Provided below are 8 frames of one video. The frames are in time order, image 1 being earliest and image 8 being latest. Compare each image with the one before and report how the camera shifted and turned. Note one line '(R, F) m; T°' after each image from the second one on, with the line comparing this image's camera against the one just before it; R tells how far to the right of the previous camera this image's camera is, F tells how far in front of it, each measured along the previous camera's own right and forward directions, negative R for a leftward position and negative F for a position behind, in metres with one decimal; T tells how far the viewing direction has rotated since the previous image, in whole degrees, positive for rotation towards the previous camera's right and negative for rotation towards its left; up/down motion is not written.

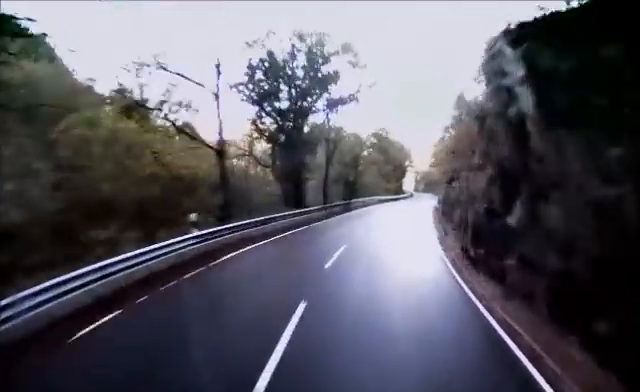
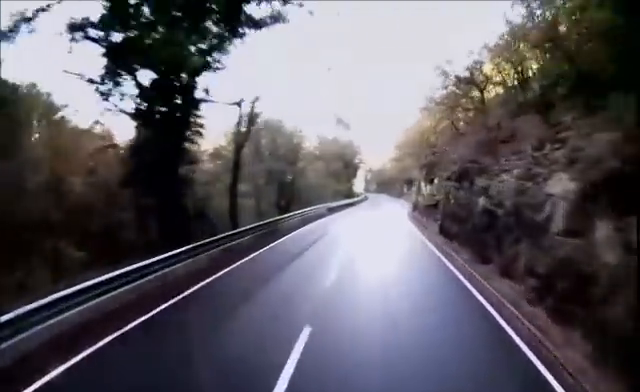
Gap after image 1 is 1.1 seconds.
(+0.5, +13.1) m; +3°
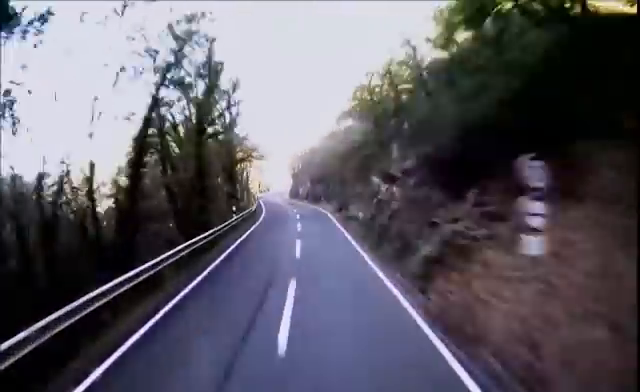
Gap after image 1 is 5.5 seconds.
(+4.7, +54.0) m; +5°
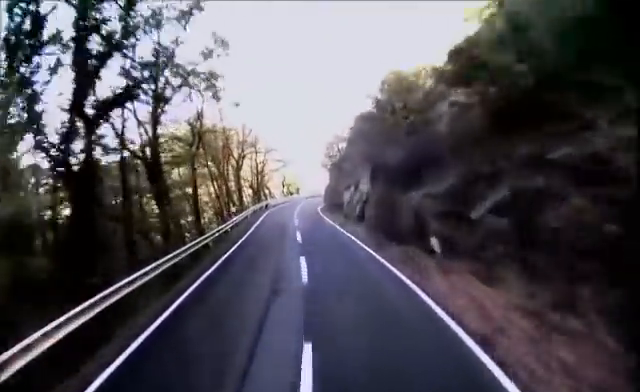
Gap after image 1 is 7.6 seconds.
(-0.1, +23.7) m; -1°
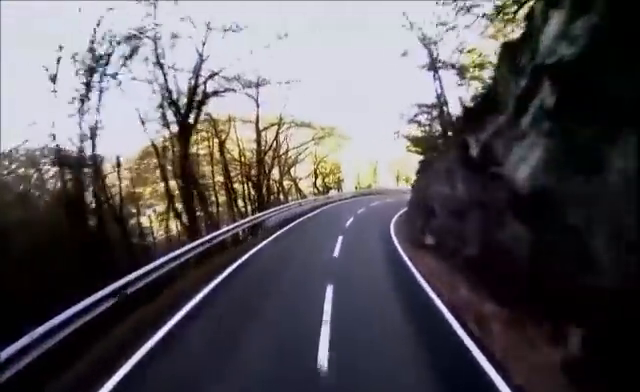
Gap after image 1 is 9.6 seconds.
(-0.6, +19.2) m; -4°
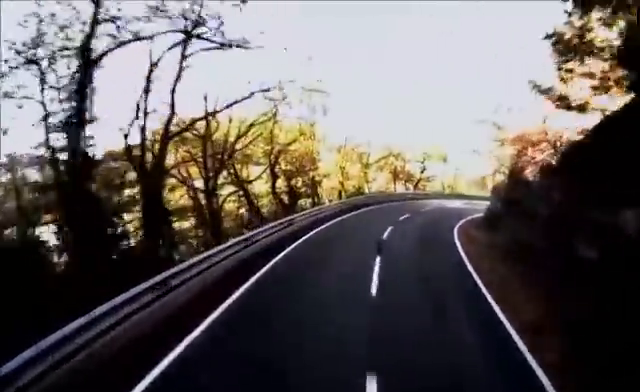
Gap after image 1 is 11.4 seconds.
(-0.5, +16.7) m; +3°
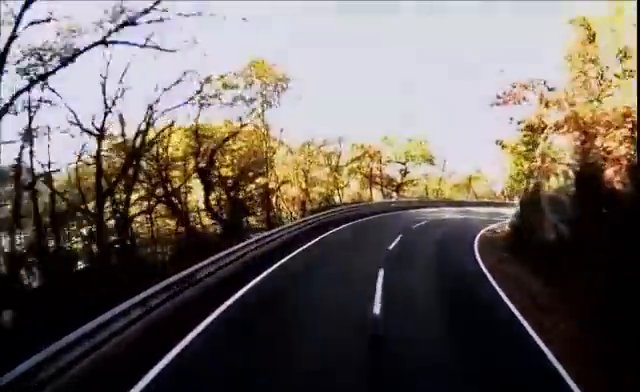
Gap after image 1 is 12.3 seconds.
(0.0, +8.0) m; +6°
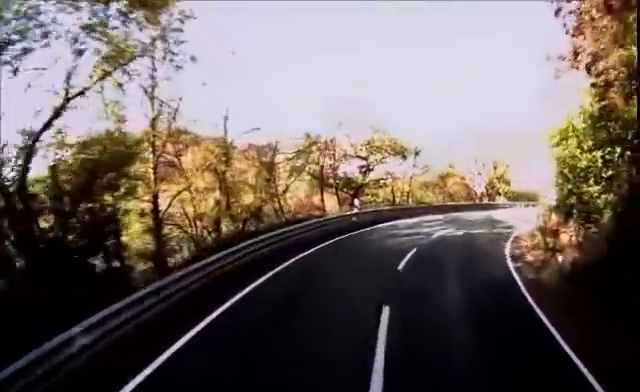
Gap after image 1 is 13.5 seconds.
(+0.9, +9.7) m; +11°
